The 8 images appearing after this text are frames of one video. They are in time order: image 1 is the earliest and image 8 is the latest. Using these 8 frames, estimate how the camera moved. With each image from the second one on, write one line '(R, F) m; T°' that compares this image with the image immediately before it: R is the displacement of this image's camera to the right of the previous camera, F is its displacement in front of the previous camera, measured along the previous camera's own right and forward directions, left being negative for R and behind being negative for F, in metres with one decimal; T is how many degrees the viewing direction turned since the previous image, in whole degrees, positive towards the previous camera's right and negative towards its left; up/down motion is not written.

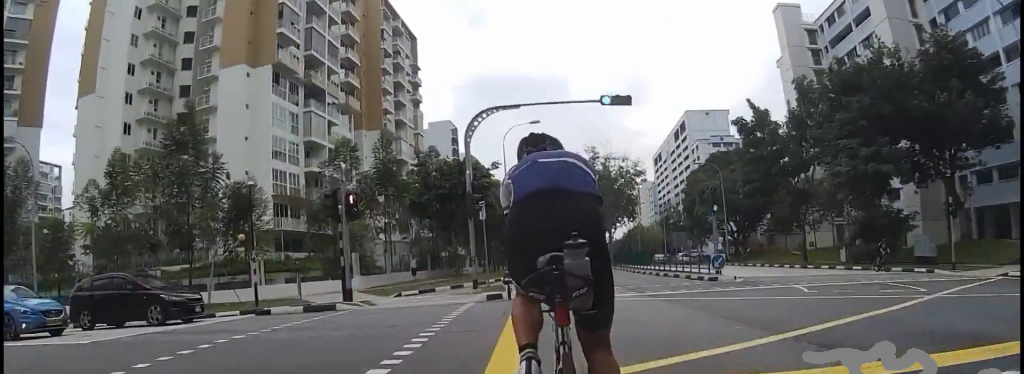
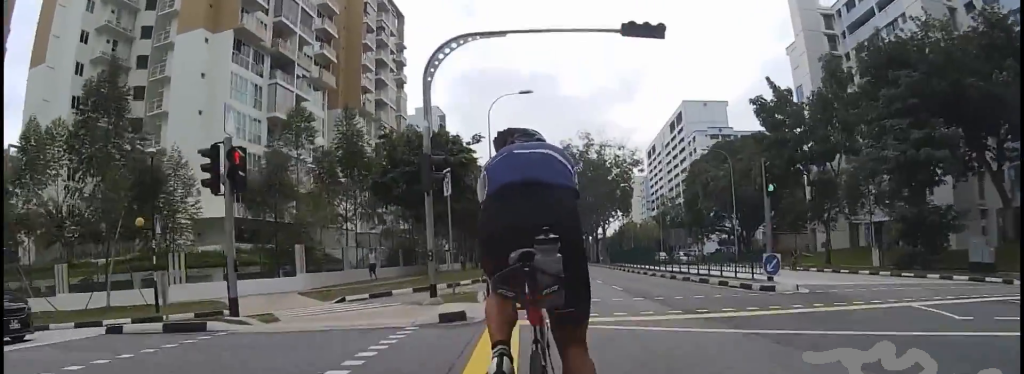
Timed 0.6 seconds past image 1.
(0.0, +6.2) m; +6°
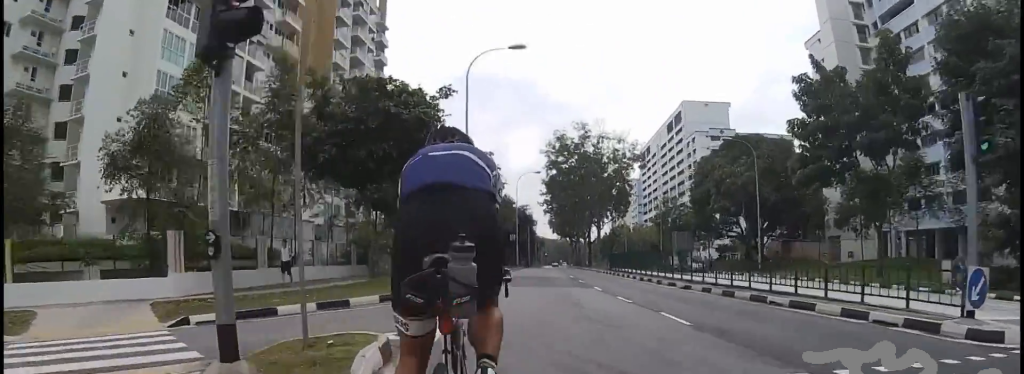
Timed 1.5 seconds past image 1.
(+0.8, +8.6) m; +8°
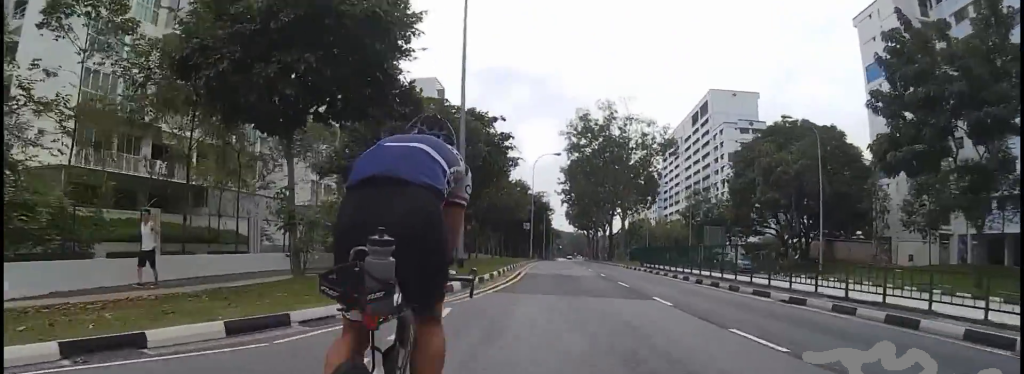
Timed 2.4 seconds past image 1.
(+0.5, +8.0) m; 0°
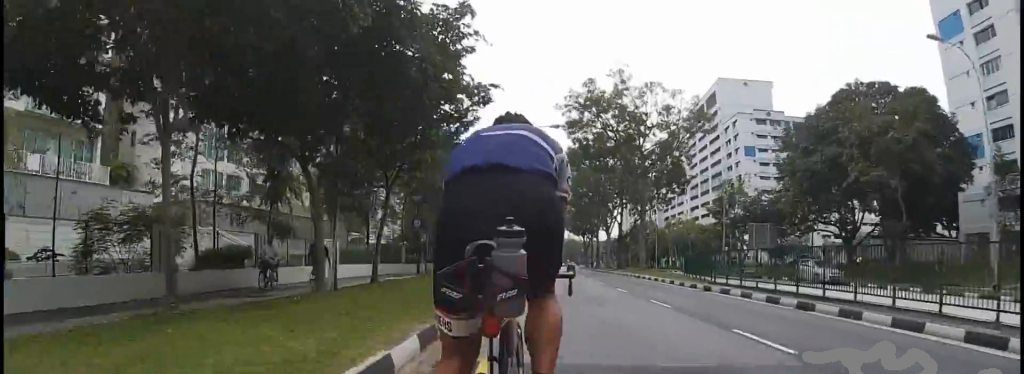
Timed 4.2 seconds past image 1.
(-1.9, +16.9) m; -3°
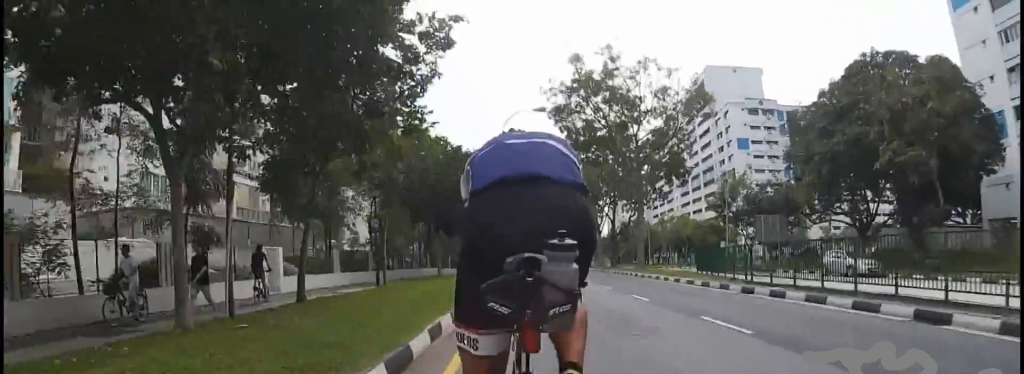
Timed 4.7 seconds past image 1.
(+0.6, +4.9) m; +6°
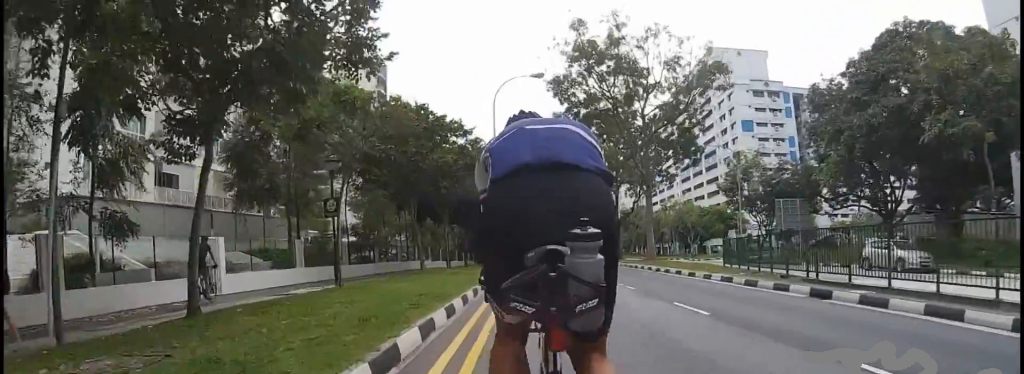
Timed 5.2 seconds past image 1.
(+0.2, +4.2) m; +3°
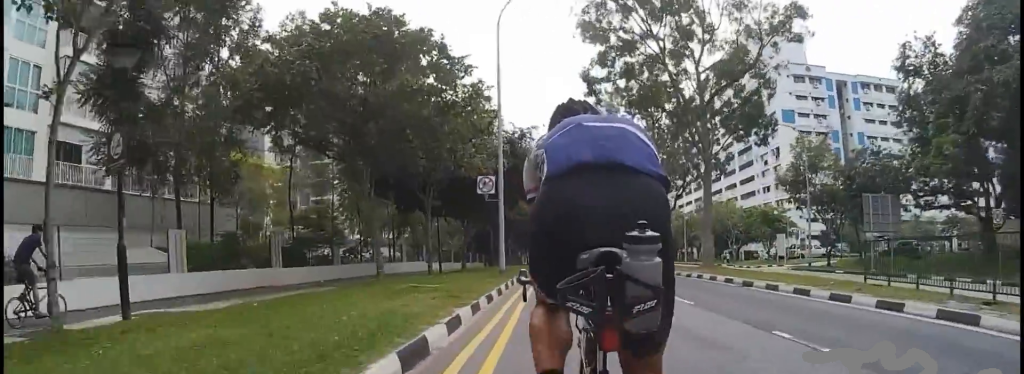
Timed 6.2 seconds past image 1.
(+0.1, +9.7) m; -5°
